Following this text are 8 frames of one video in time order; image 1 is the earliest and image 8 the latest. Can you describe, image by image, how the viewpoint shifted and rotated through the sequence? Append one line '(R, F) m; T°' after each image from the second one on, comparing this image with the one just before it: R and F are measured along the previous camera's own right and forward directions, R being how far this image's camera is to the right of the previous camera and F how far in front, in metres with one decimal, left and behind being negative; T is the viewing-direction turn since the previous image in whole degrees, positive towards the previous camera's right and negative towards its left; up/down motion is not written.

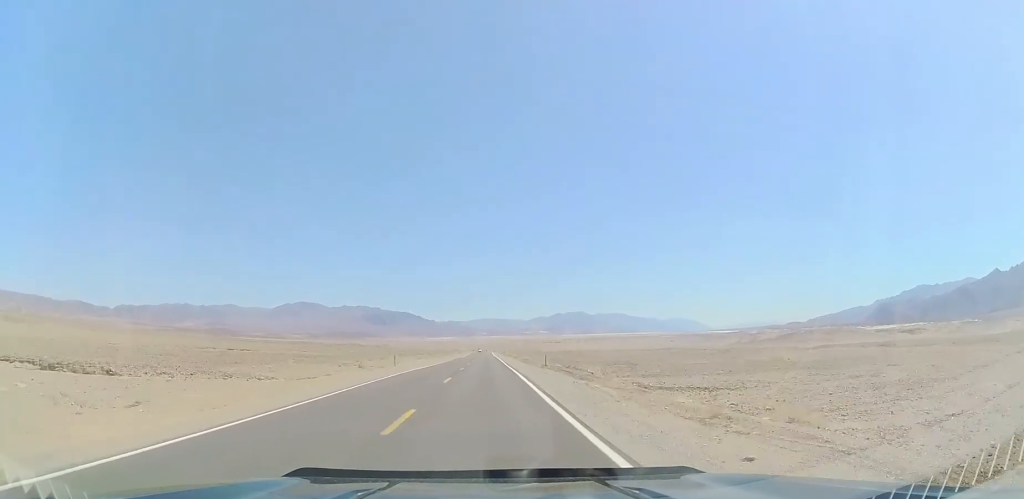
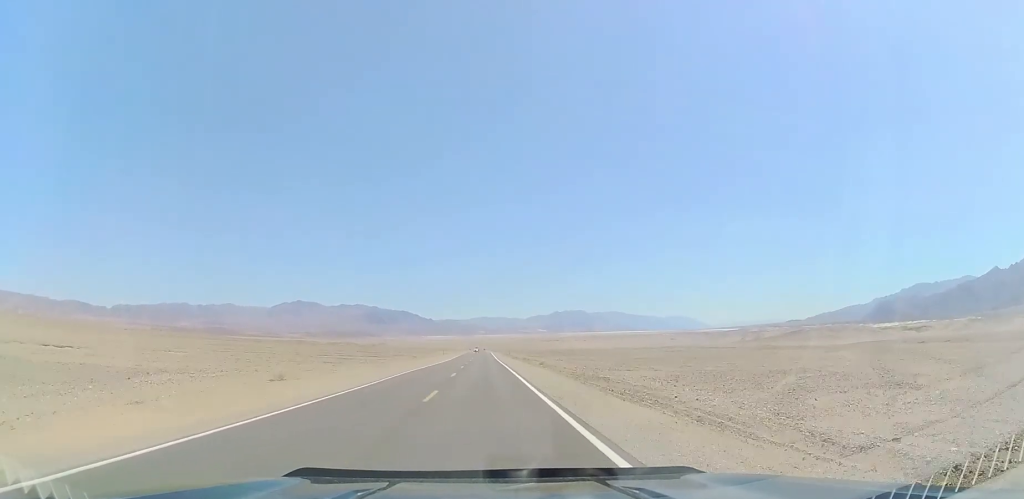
(-0.1, +51.6) m; -1°
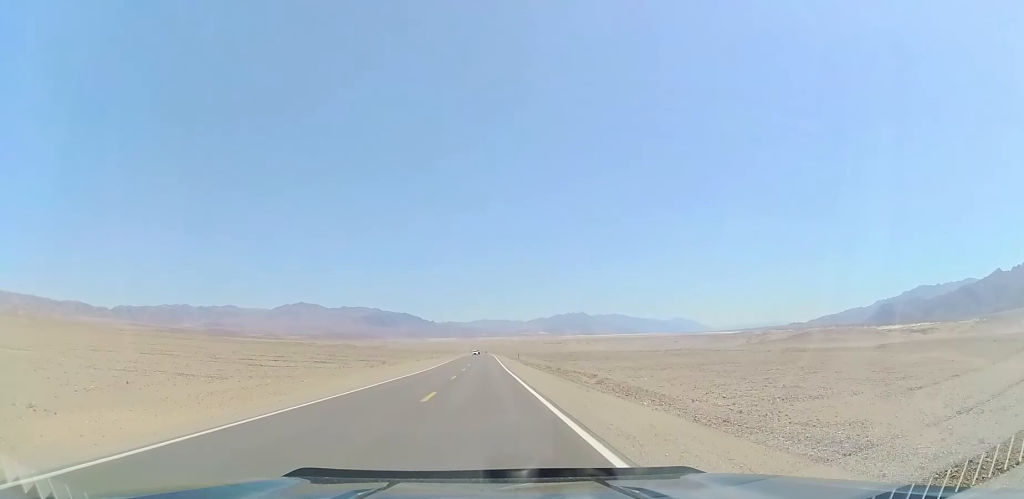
(-0.2, +28.7) m; 0°
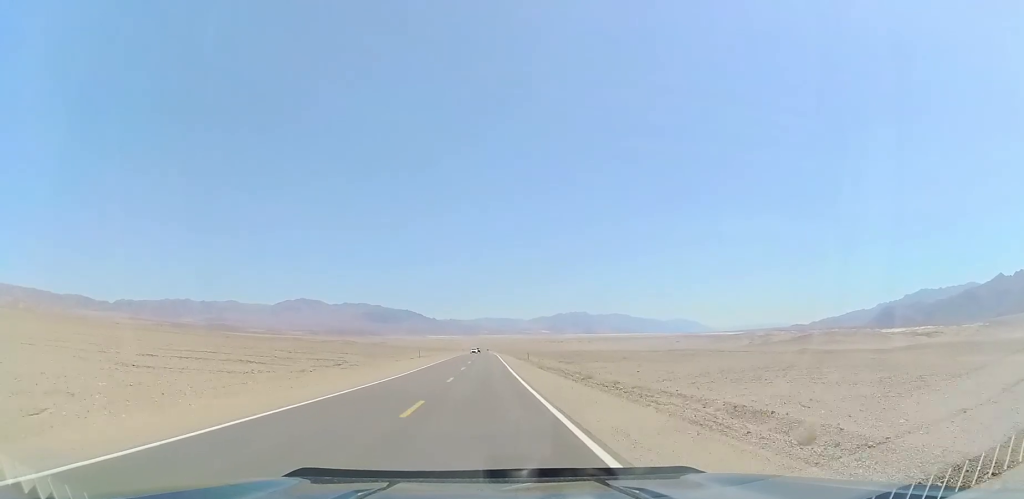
(+0.1, +19.1) m; 0°
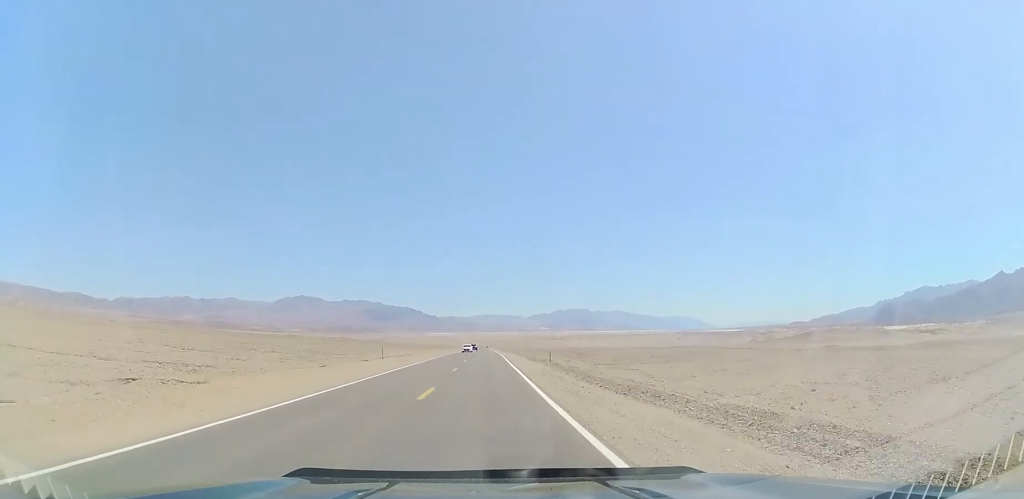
(0.0, +26.5) m; 0°
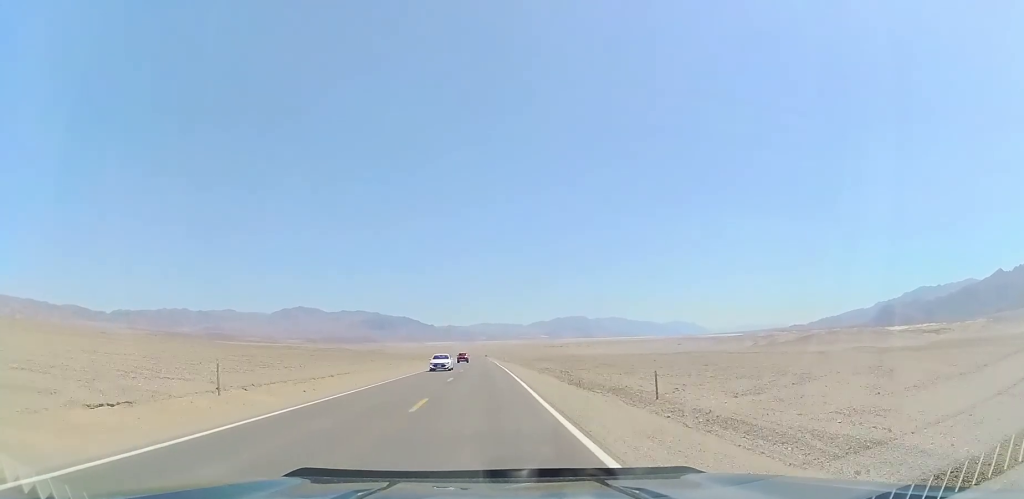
(0.0, +30.8) m; 0°
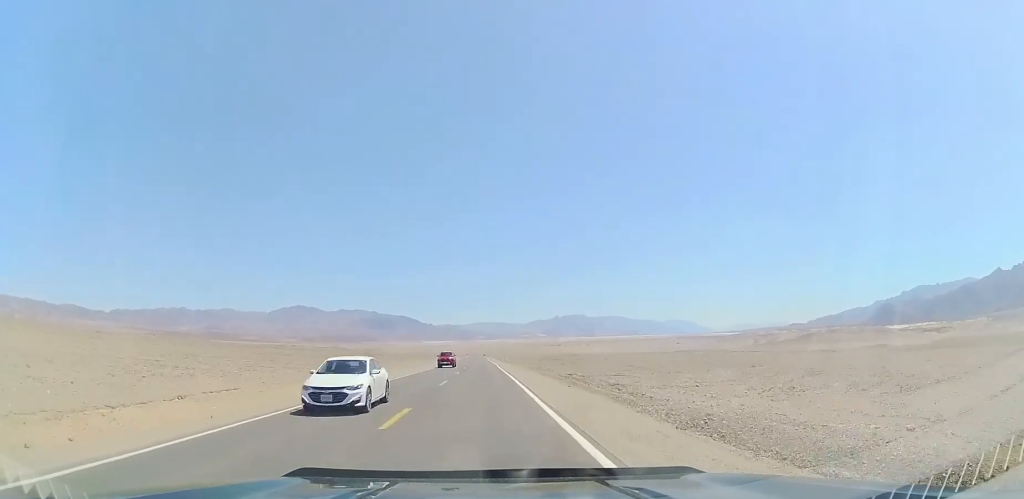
(-0.1, +18.1) m; 0°
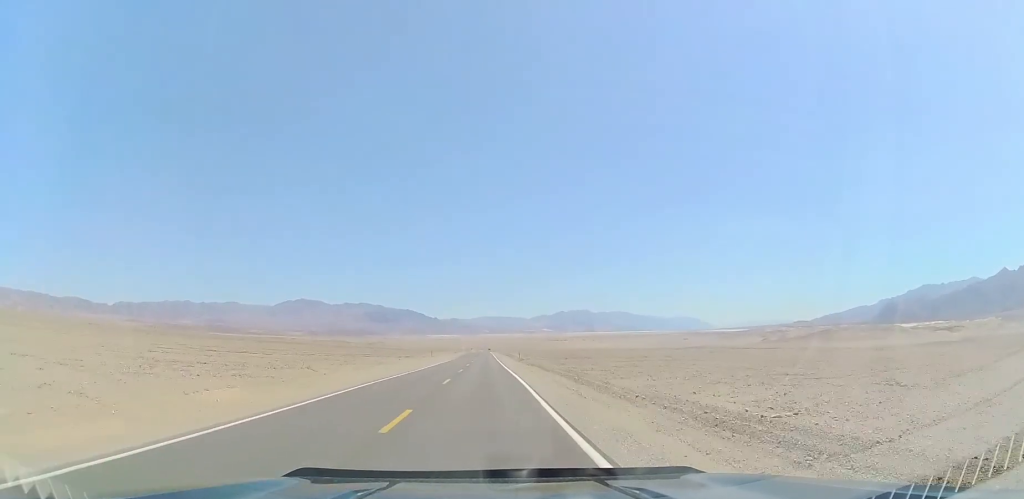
(0.0, +44.6) m; 0°
